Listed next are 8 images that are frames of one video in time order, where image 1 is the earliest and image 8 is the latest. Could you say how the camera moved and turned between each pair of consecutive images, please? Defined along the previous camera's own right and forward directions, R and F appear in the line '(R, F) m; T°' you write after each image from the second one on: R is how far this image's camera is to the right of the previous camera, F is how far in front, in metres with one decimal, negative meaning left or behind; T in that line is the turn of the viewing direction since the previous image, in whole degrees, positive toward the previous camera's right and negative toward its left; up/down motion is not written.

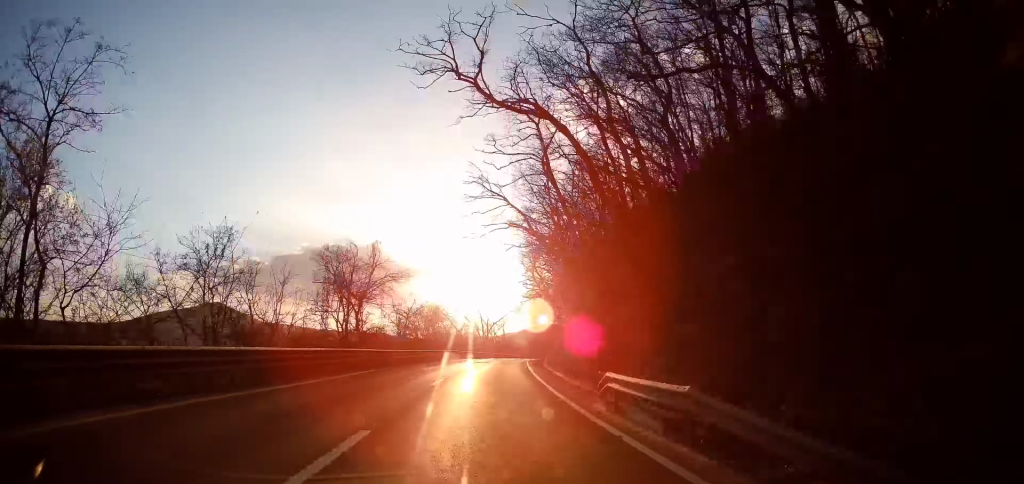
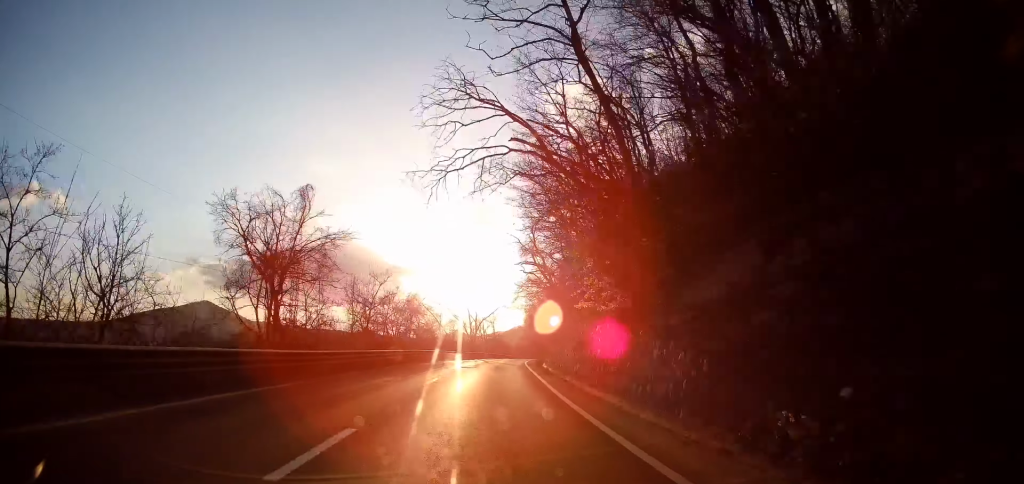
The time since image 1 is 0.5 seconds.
(-0.1, +12.1) m; +1°
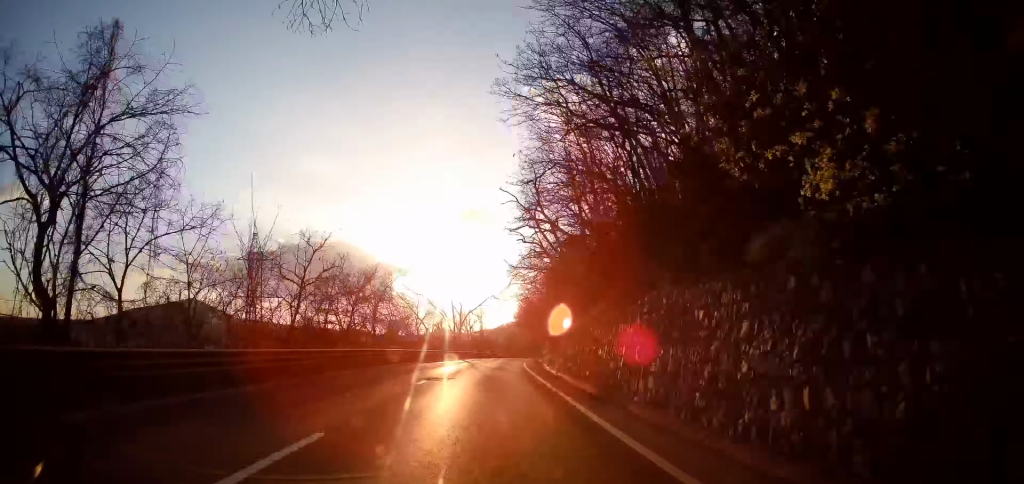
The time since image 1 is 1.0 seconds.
(+0.1, +12.9) m; +1°
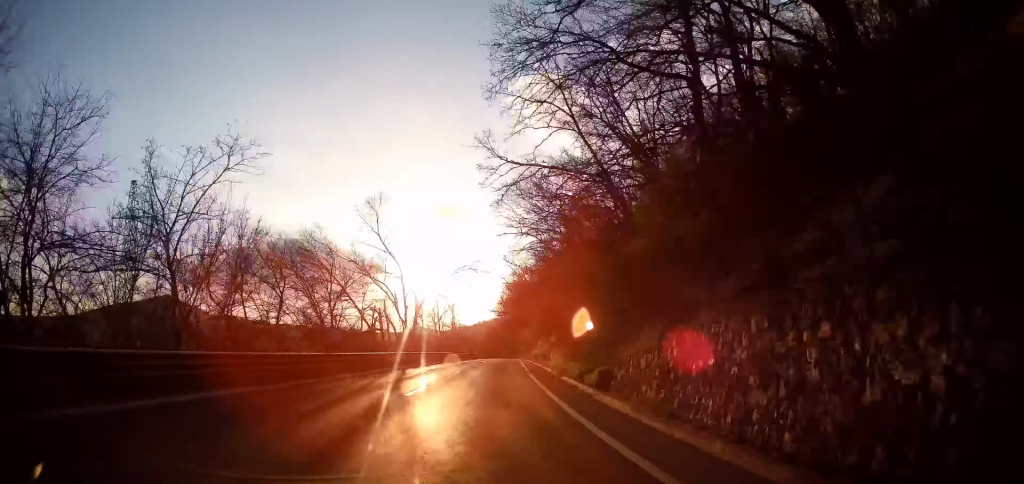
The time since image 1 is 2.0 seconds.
(+0.9, +27.5) m; +3°
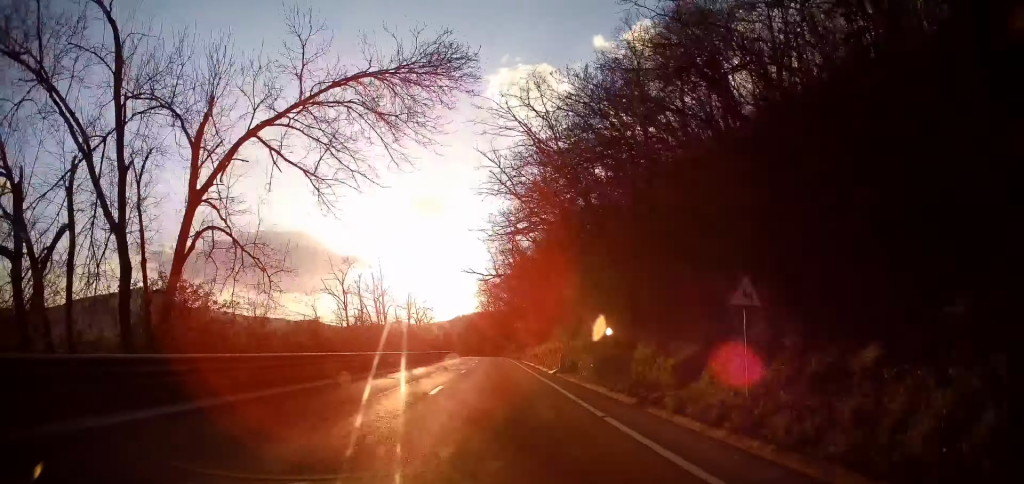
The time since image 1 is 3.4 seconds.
(+1.1, +36.2) m; +3°
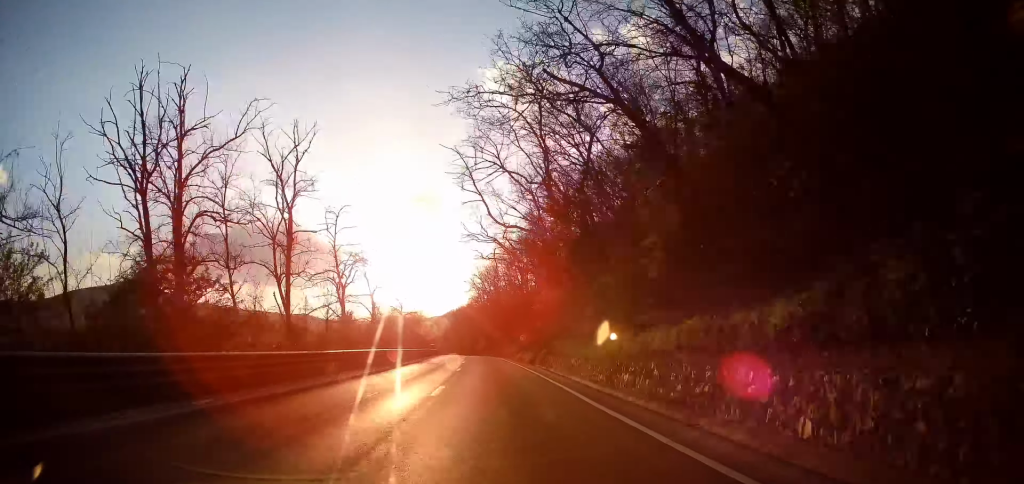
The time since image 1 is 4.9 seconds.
(+0.1, +37.9) m; +1°
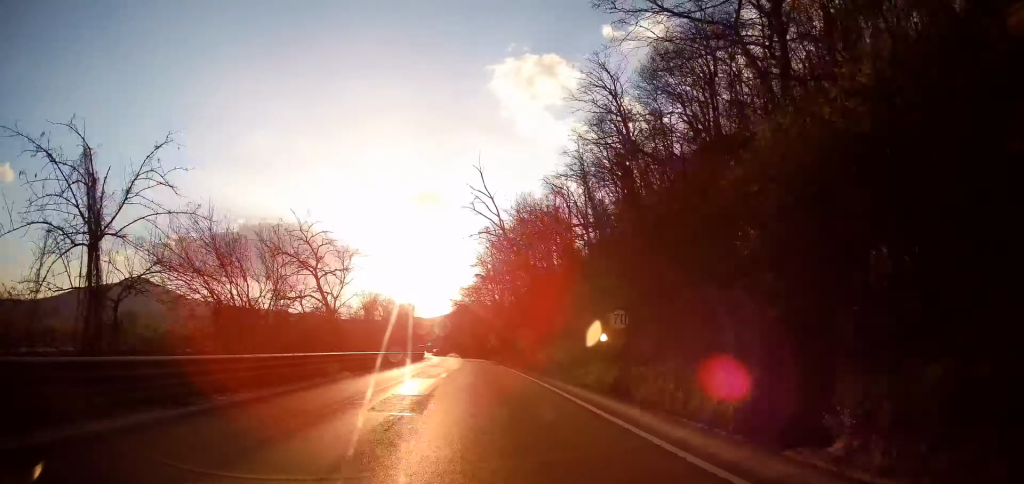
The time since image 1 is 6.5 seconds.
(+0.7, +40.5) m; 0°
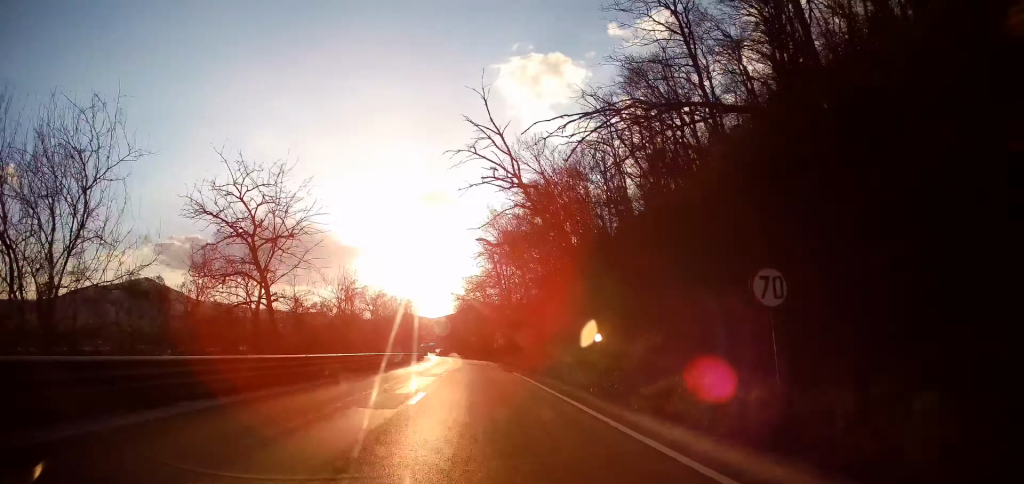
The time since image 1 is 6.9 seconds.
(+0.1, +10.3) m; 0°
